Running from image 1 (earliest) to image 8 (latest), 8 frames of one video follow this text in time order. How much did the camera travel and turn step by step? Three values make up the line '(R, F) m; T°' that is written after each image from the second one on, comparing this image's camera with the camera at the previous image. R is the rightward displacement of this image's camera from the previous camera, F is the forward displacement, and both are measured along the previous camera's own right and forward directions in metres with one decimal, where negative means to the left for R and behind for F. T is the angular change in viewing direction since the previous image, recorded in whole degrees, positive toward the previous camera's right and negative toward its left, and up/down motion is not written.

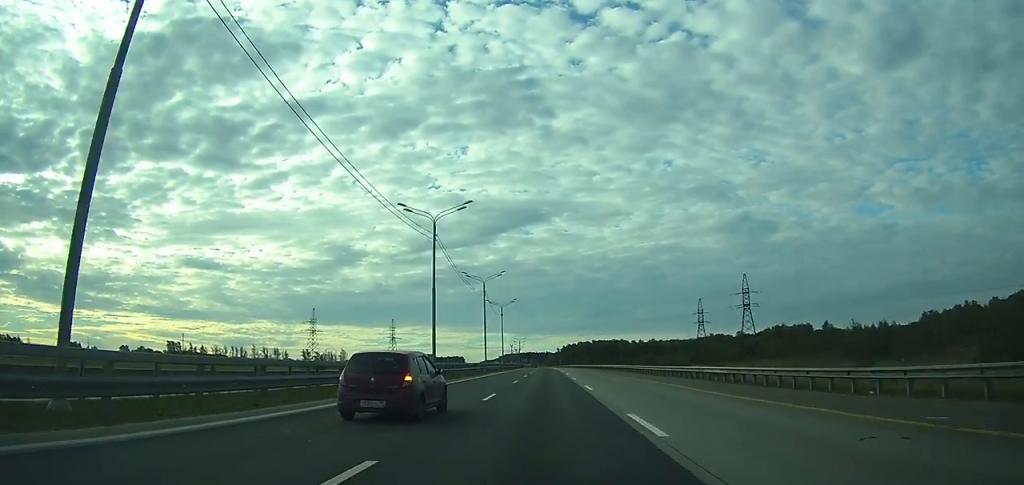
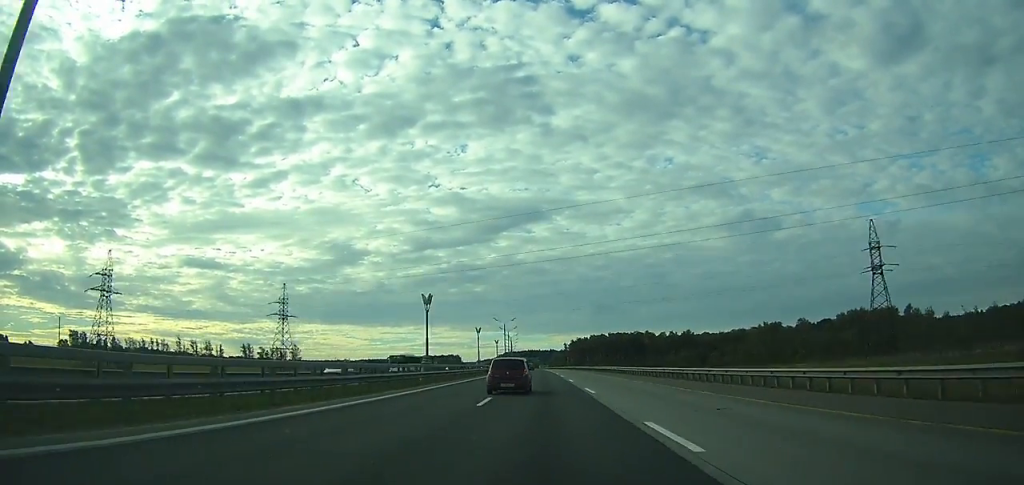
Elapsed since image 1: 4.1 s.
(-0.8, +118.0) m; -1°
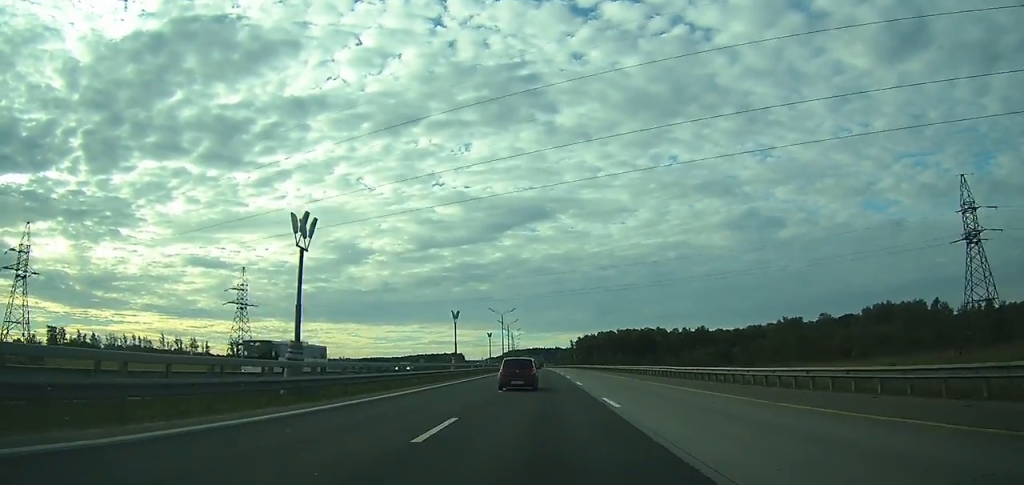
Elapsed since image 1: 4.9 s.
(0.0, +25.7) m; 0°
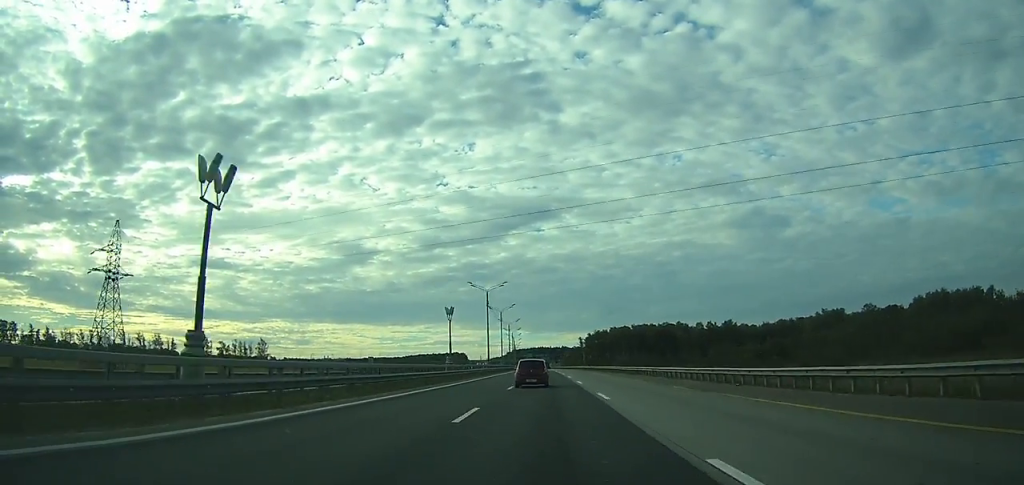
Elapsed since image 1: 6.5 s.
(-0.1, +46.6) m; 0°
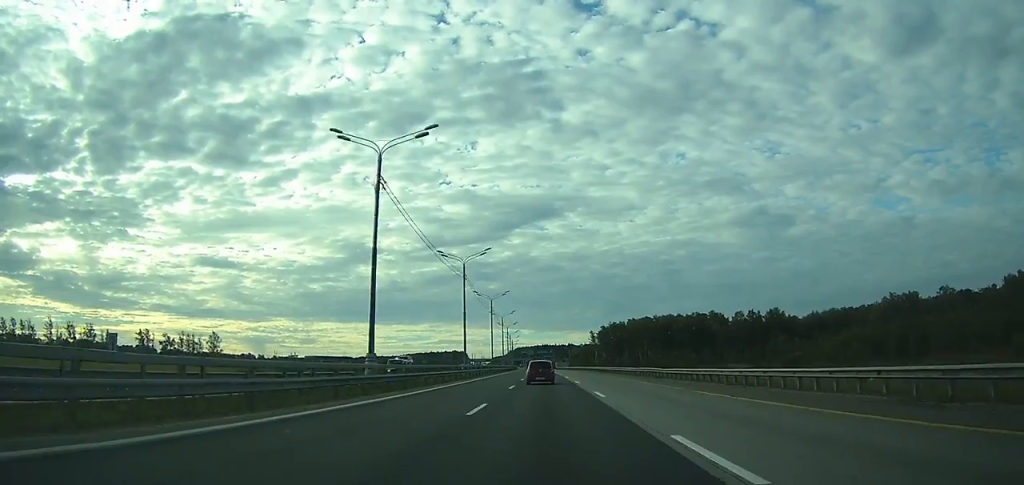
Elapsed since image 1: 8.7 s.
(-0.4, +62.2) m; -1°
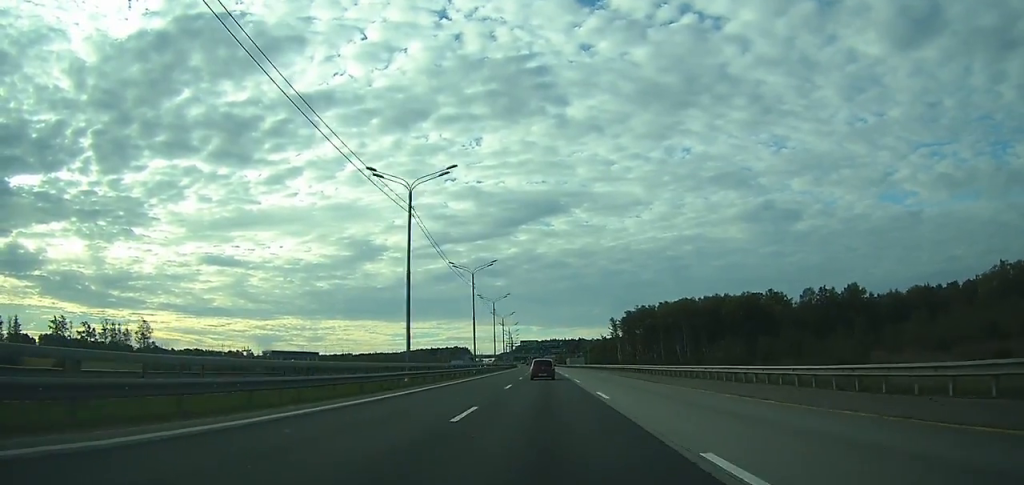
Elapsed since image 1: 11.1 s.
(-0.4, +67.9) m; -1°
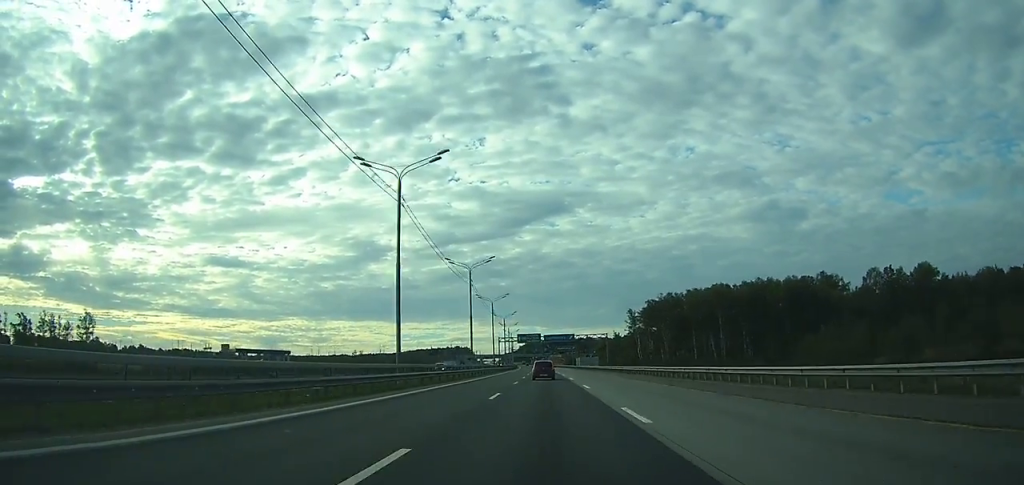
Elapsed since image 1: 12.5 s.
(-0.1, +41.7) m; 0°
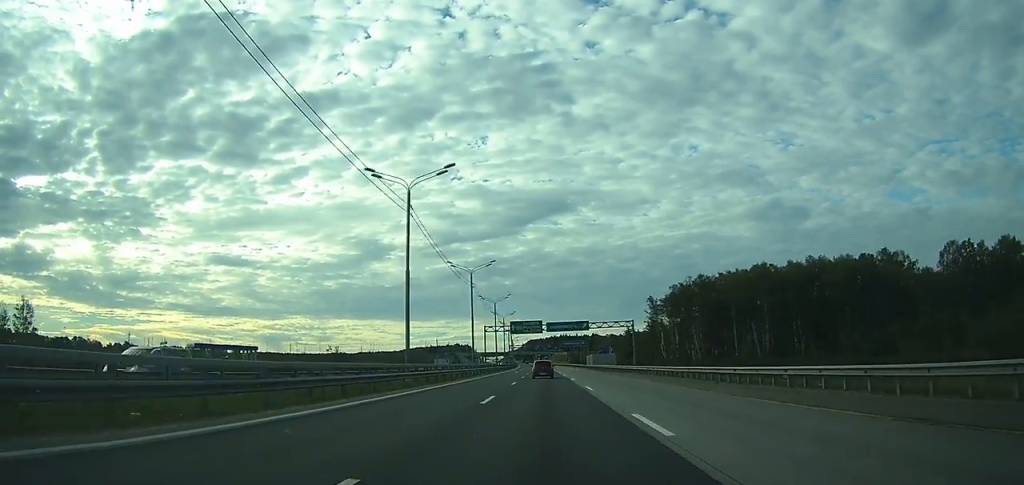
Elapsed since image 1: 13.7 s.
(-0.1, +35.6) m; 0°
